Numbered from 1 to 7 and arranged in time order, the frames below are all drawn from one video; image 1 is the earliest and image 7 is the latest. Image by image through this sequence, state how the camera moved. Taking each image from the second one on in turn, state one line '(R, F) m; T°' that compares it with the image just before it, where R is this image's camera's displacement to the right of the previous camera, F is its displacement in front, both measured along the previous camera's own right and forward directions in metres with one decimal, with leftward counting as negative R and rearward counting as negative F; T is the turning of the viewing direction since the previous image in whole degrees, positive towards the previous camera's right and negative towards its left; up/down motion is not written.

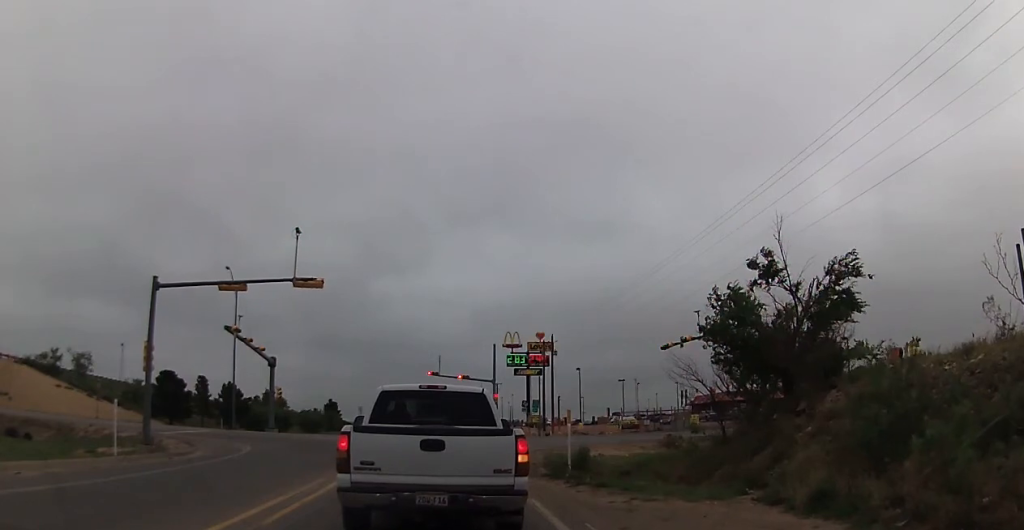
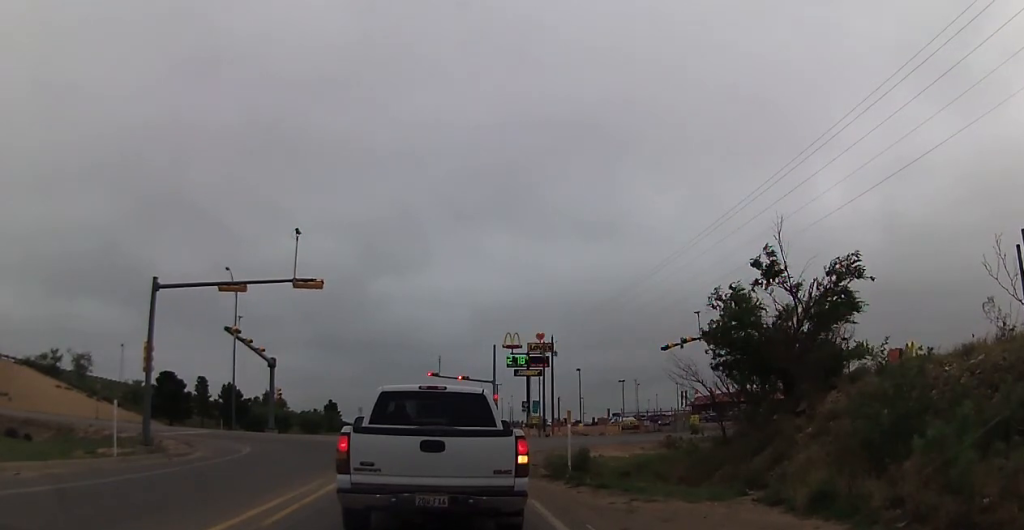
(-0.2, 0.0) m; 0°
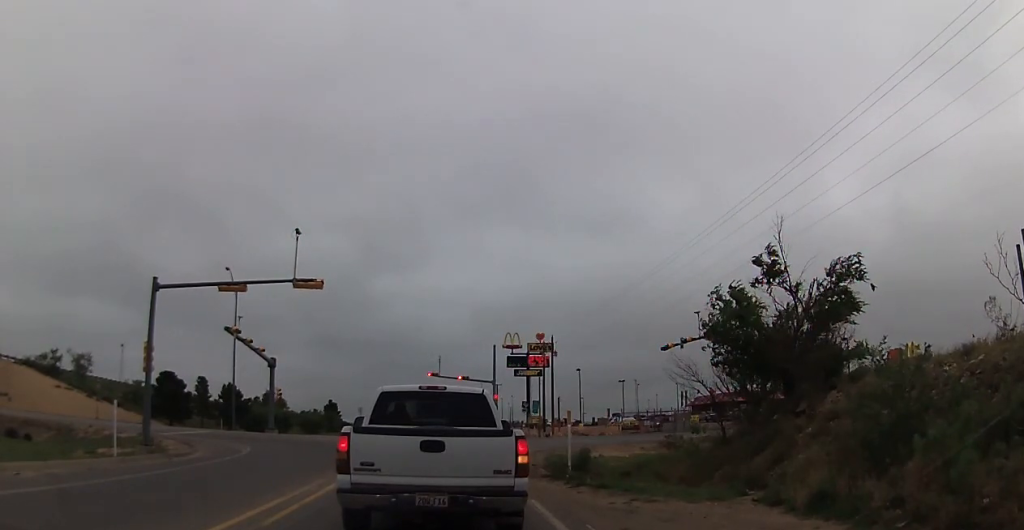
(0.0, 0.0) m; 0°
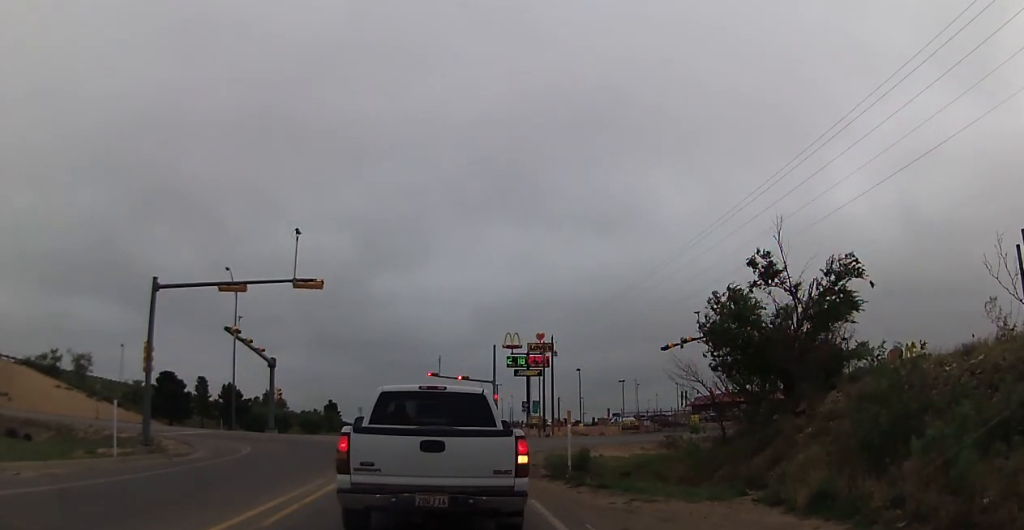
(0.0, 0.0) m; 0°
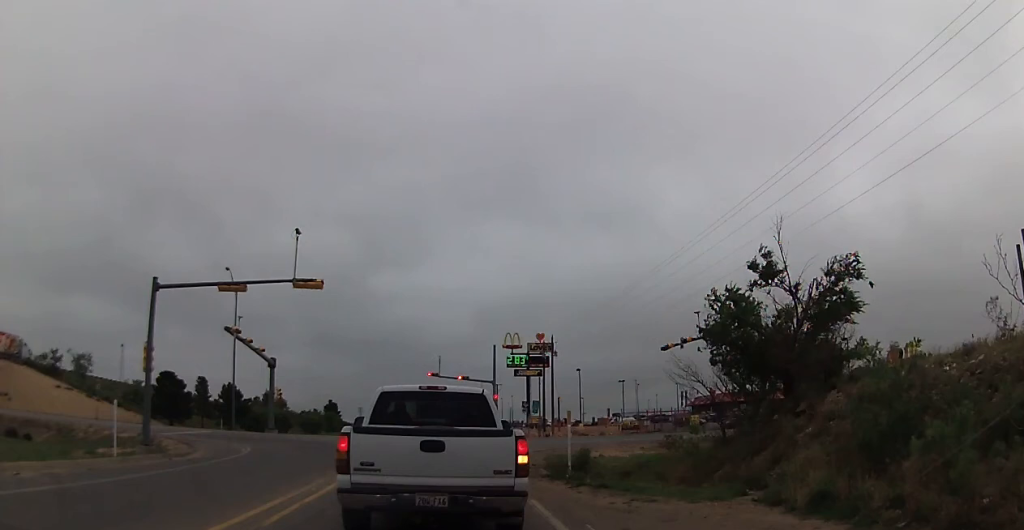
(0.0, 0.0) m; 0°
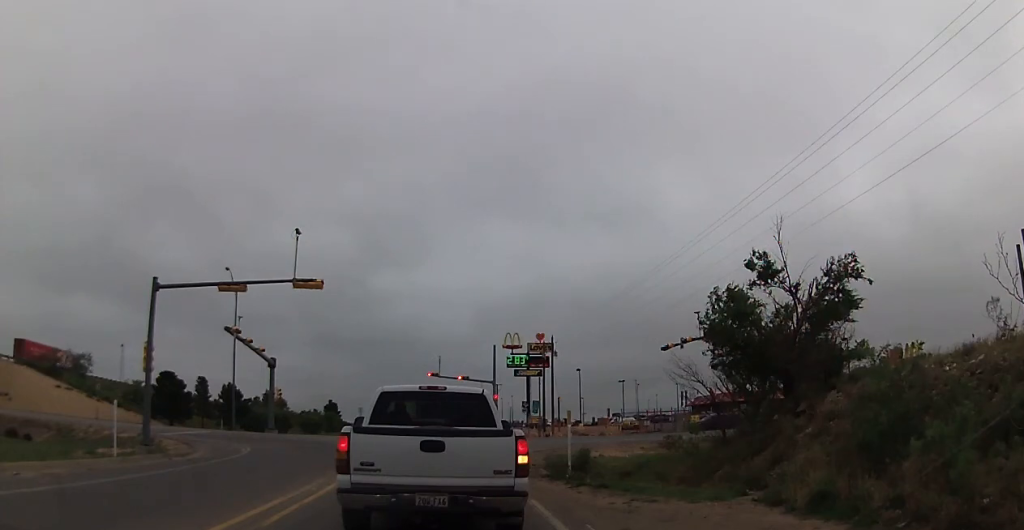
(0.0, 0.0) m; 0°
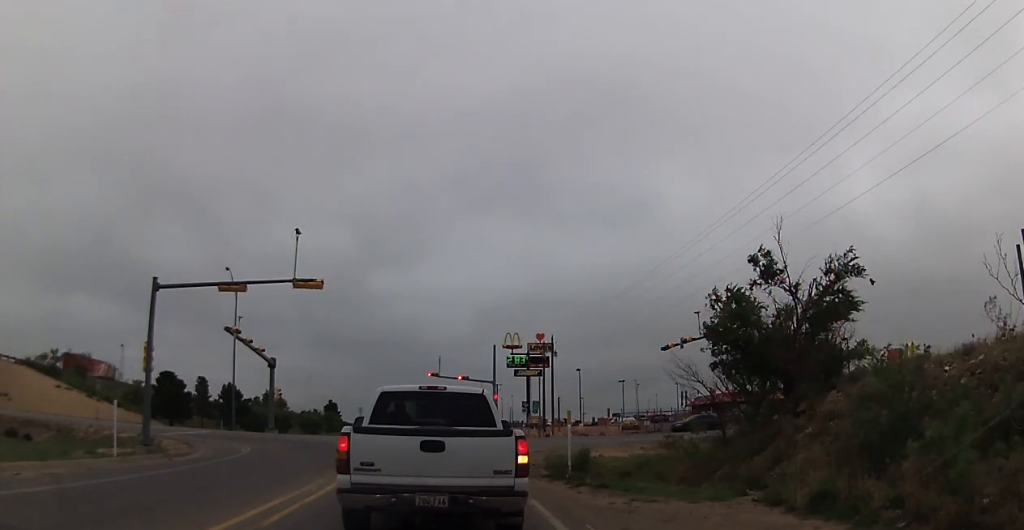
(0.0, 0.0) m; 0°
